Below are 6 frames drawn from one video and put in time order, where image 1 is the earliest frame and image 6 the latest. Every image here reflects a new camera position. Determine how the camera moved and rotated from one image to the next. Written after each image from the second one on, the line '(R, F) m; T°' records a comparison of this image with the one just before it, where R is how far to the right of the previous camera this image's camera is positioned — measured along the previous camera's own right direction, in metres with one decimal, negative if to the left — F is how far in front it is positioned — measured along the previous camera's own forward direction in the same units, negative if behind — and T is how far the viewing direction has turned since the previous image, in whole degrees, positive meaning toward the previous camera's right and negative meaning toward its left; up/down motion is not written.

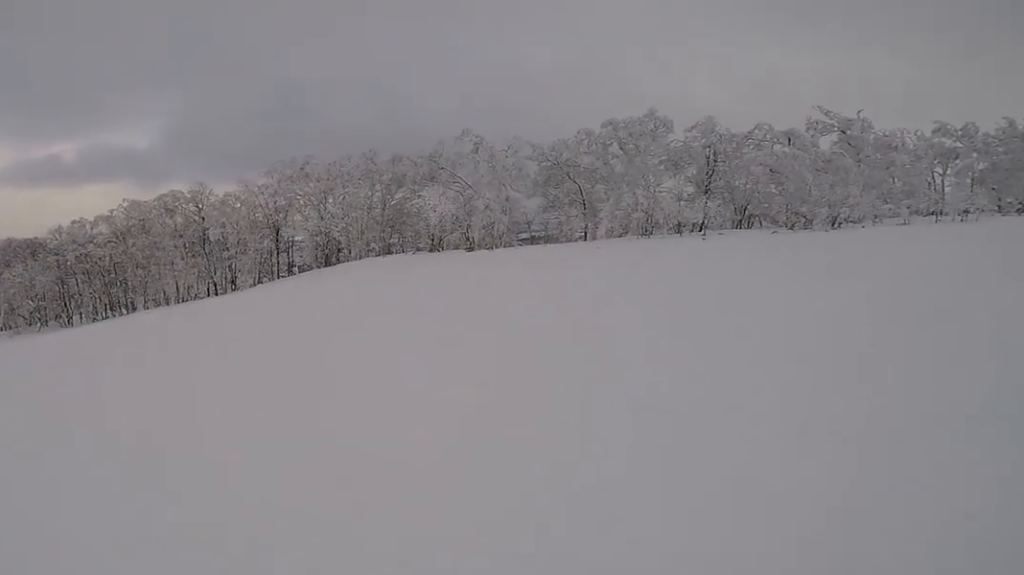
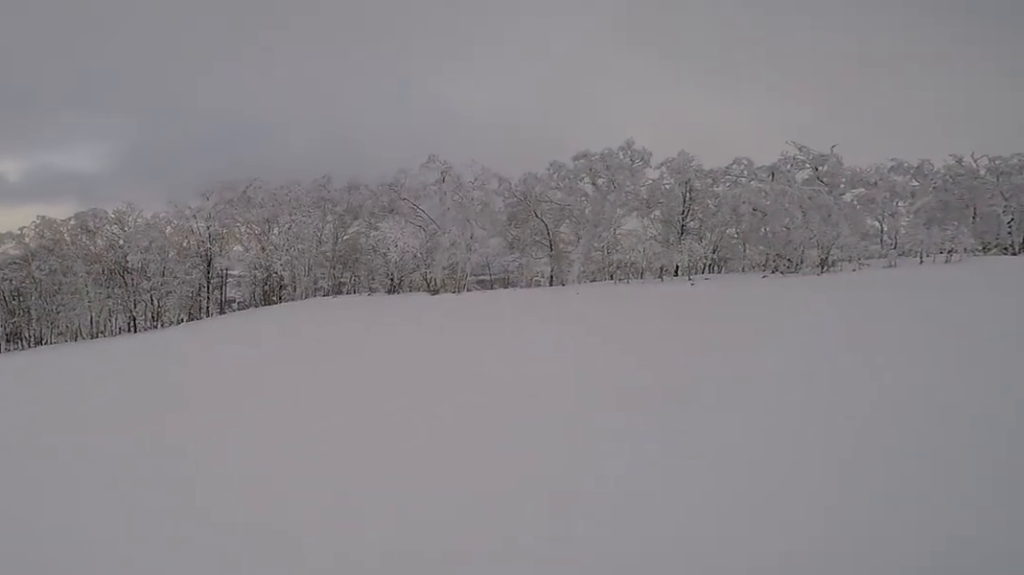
(+1.3, +5.8) m; +18°
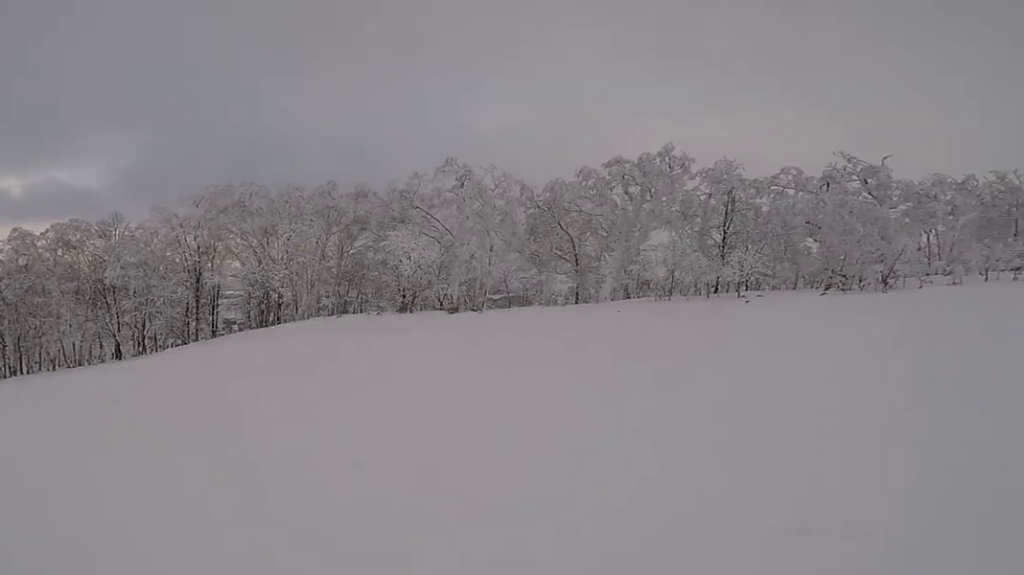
(0.0, +4.7) m; -14°
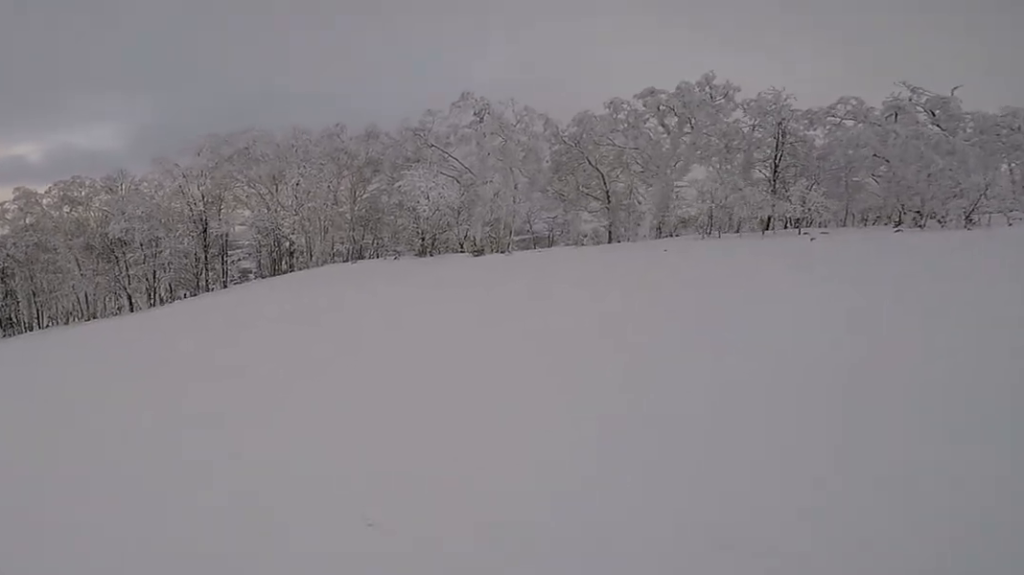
(-0.5, +2.3) m; -9°
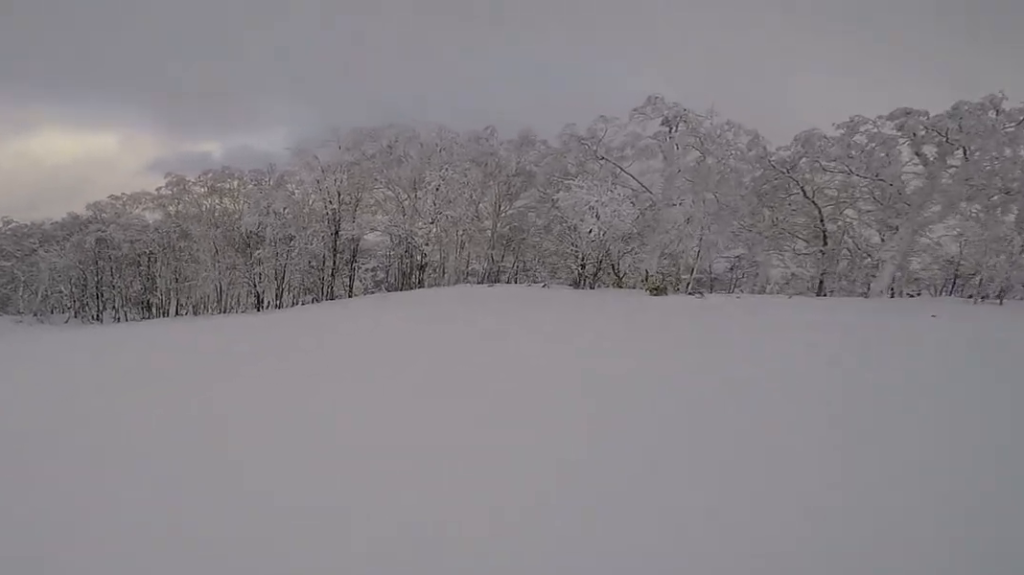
(-0.8, +4.7) m; -13°
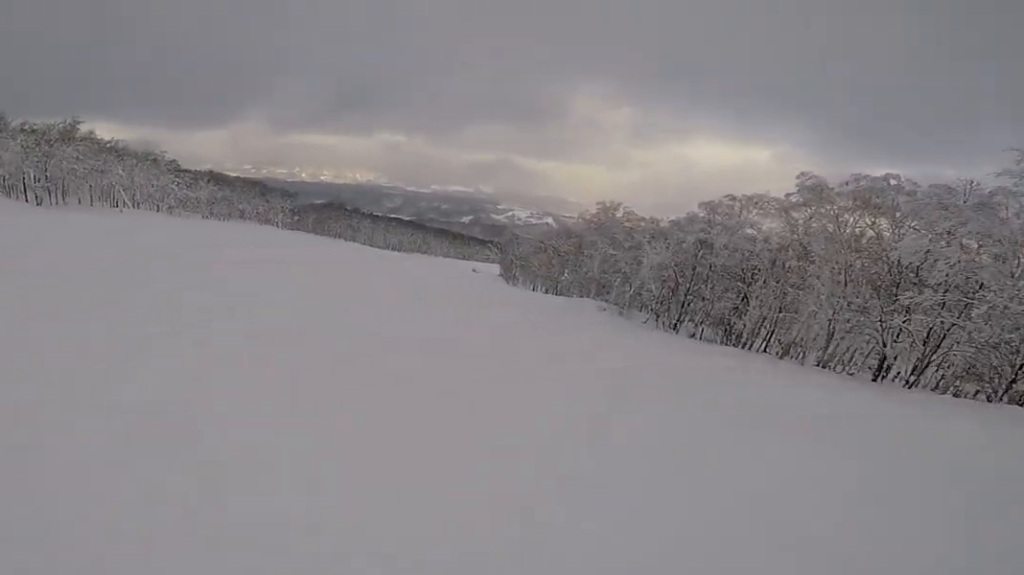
(-0.5, +6.2) m; -43°
